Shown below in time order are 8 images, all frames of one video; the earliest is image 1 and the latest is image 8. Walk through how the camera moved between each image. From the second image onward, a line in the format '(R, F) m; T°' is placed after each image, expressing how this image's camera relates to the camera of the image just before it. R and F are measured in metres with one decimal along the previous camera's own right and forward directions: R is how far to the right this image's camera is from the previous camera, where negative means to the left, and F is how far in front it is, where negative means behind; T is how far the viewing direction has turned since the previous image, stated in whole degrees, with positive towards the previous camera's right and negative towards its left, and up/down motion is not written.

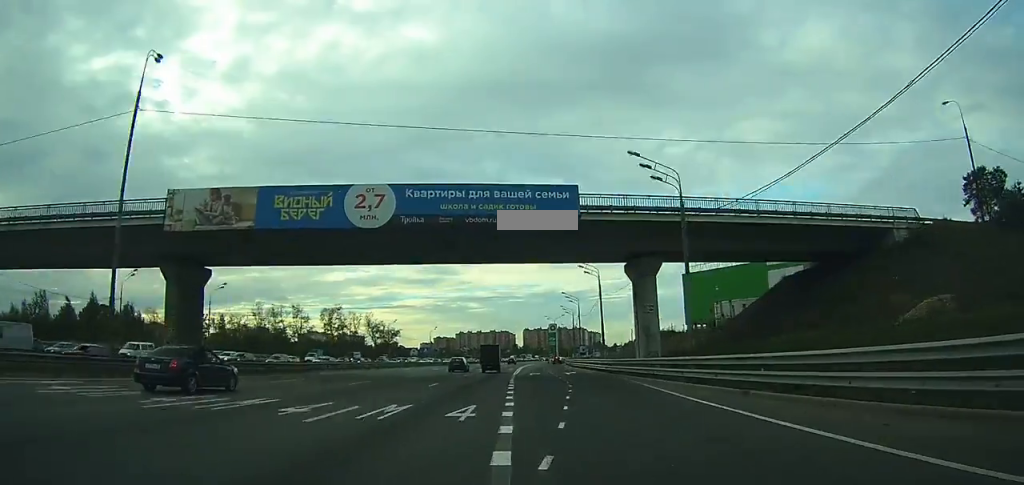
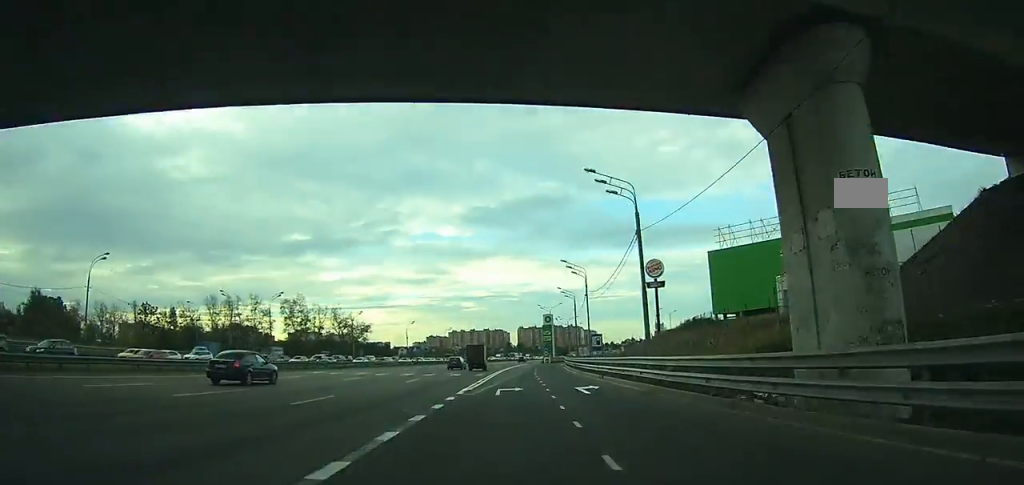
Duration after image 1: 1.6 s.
(+0.4, +27.2) m; +1°
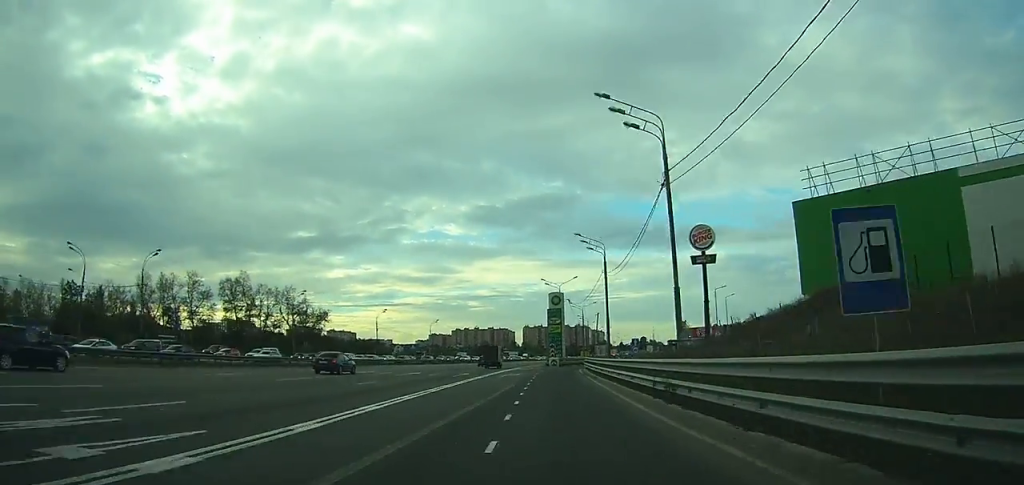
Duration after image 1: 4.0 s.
(+0.5, +36.8) m; +1°
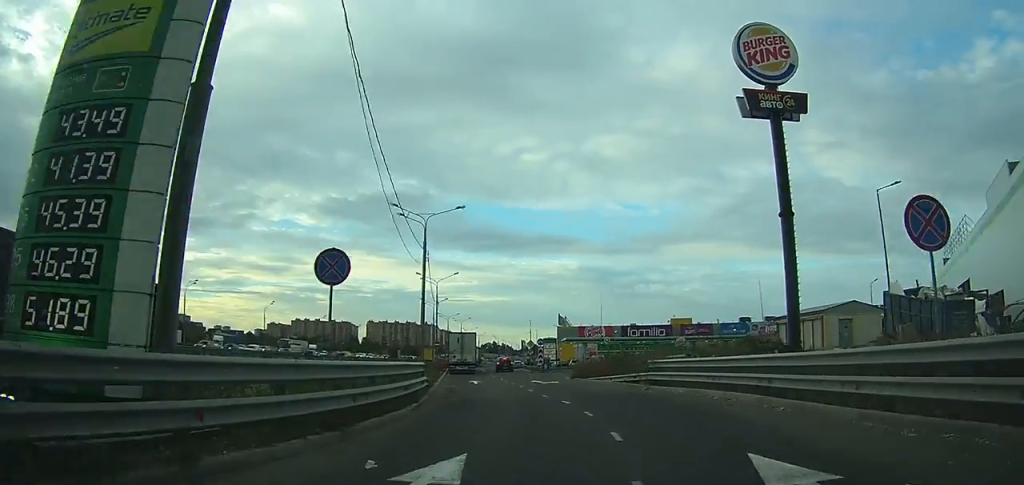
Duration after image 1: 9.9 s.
(+4.3, +75.0) m; +10°
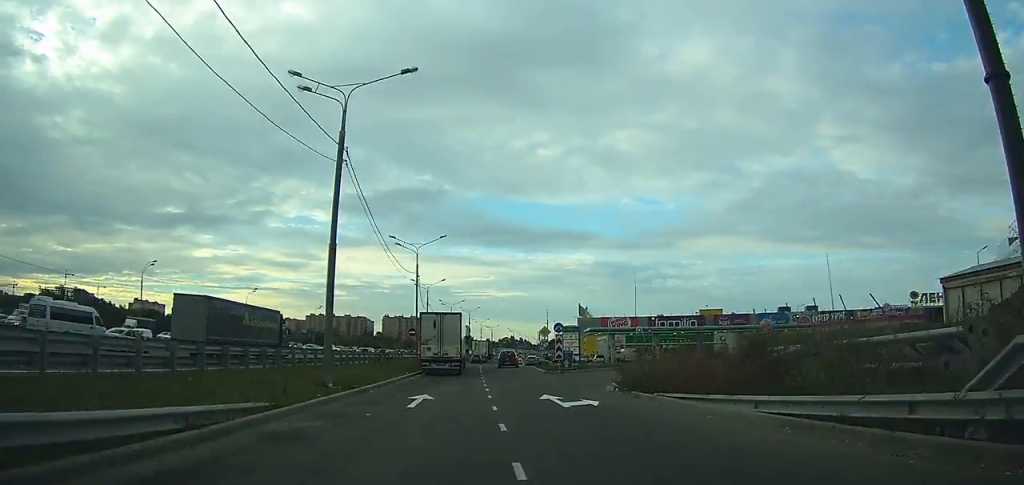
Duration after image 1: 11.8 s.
(+0.6, +18.4) m; +2°
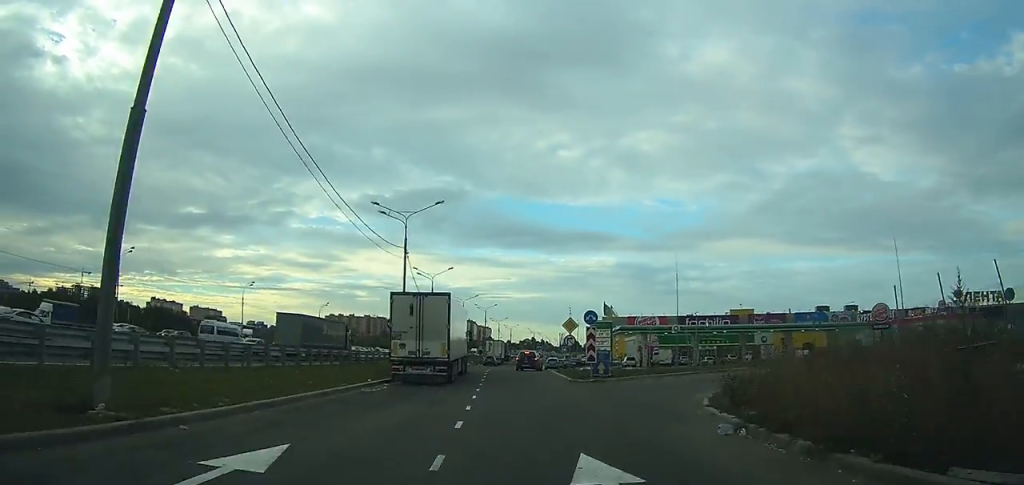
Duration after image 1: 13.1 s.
(0.0, +10.7) m; 0°
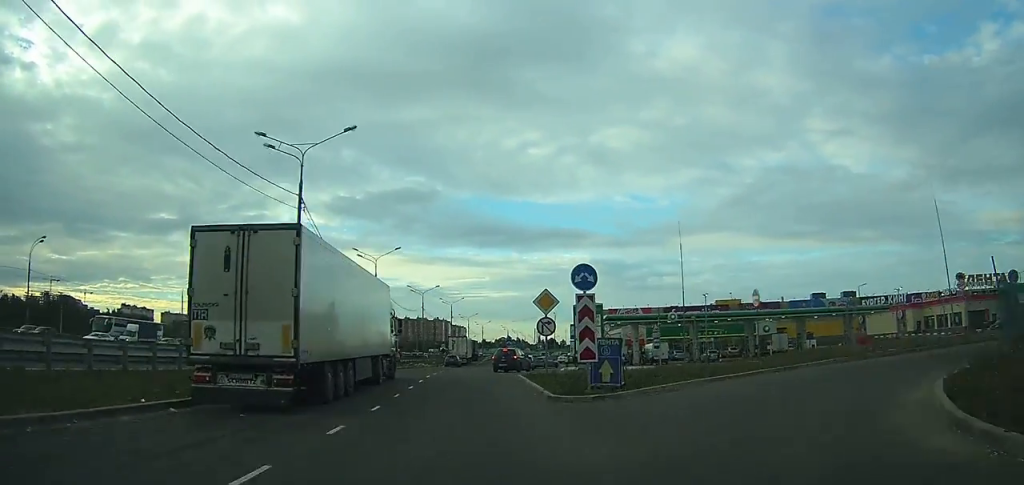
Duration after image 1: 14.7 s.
(0.0, +12.8) m; -2°
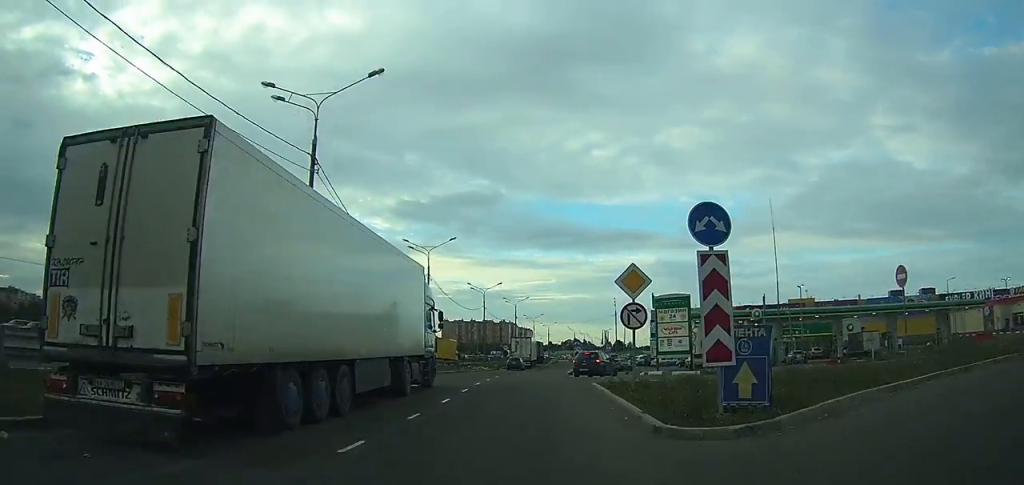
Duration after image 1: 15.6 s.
(-0.2, +6.3) m; -1°
